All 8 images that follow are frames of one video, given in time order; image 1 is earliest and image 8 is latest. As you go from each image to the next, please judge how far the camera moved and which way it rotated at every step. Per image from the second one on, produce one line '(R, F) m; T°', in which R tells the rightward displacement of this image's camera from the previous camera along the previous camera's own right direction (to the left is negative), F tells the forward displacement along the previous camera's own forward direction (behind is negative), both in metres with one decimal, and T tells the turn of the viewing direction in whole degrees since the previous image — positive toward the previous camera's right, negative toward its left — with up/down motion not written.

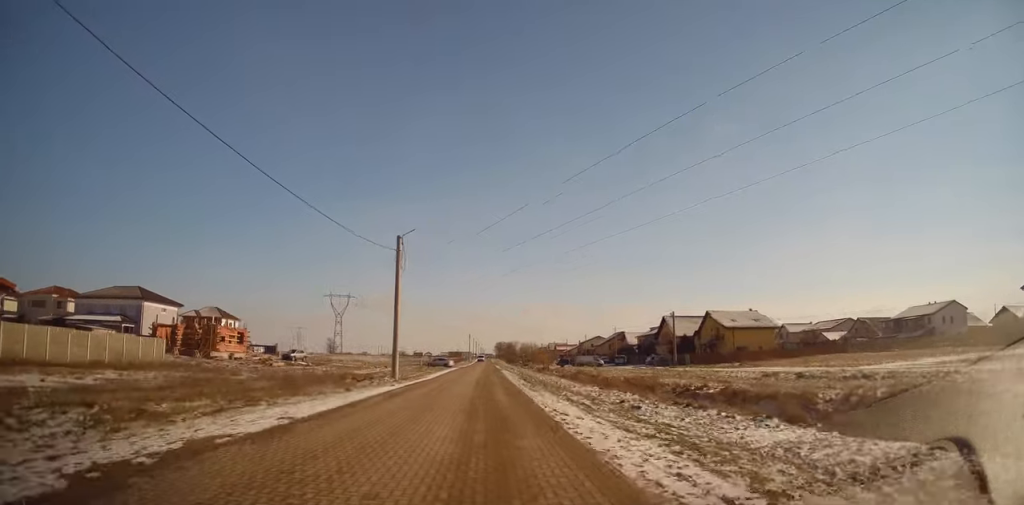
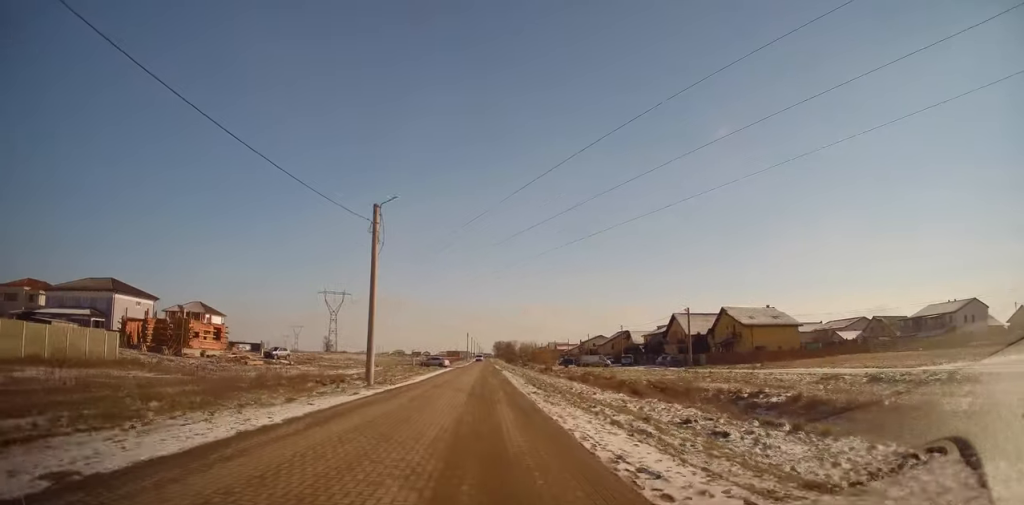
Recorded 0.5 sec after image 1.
(+0.1, +6.3) m; 0°
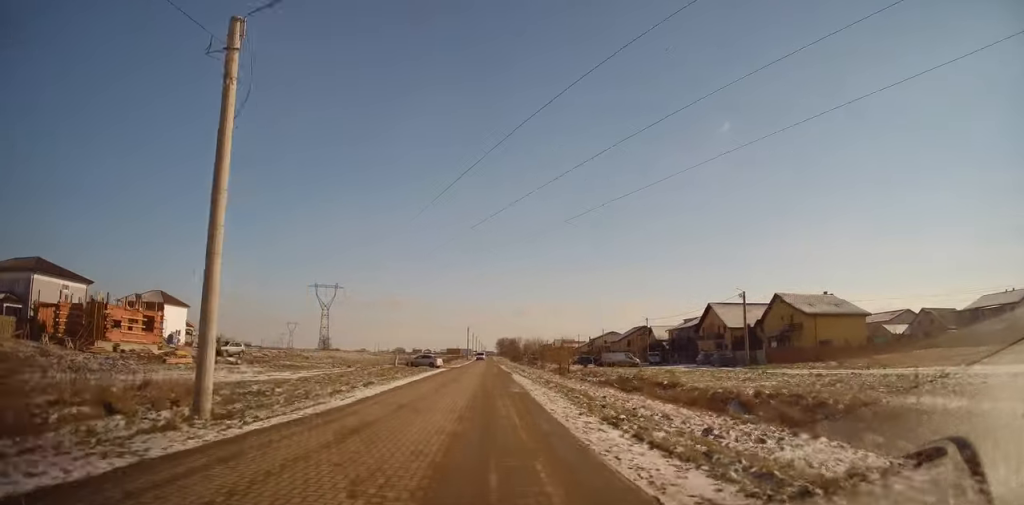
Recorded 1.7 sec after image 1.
(-0.1, +15.4) m; 0°
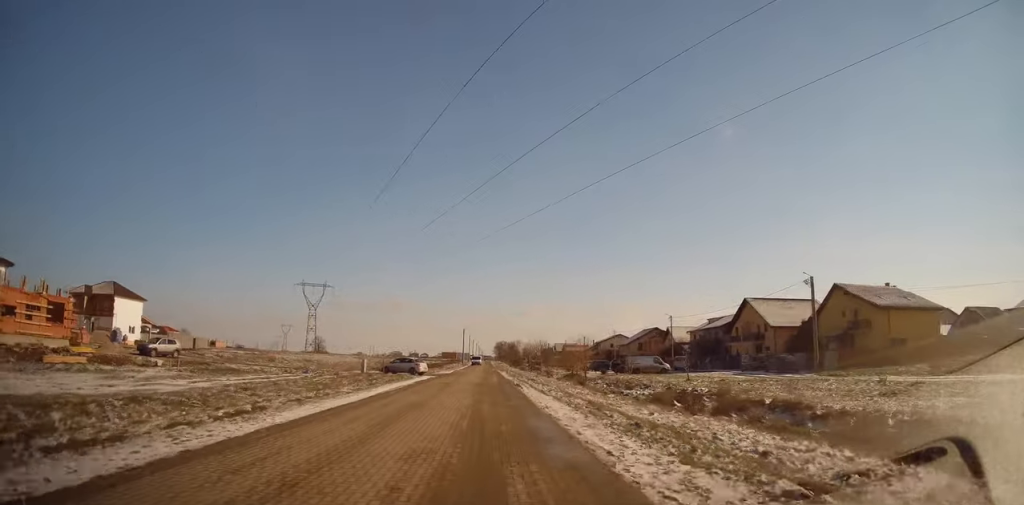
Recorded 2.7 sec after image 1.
(+0.2, +13.2) m; +1°
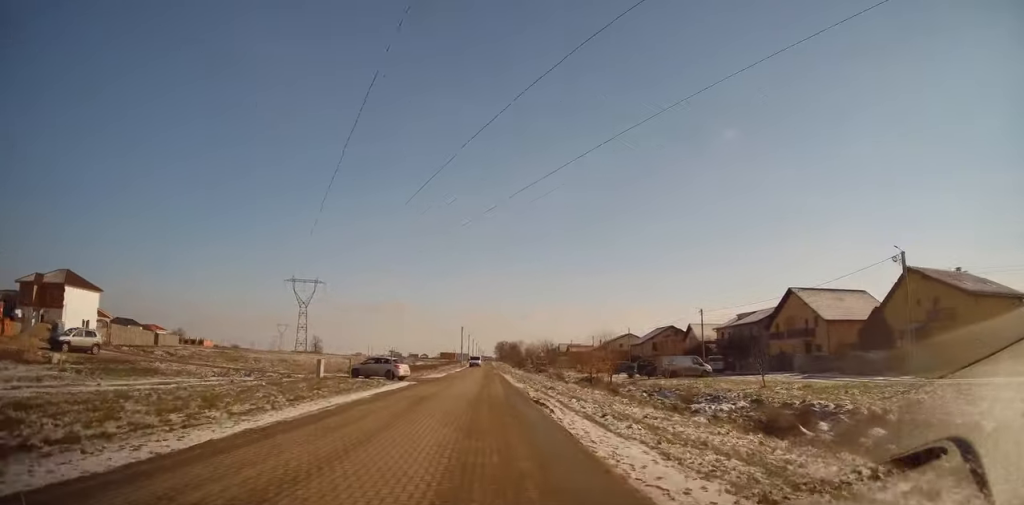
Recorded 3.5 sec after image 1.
(0.0, +11.3) m; 0°
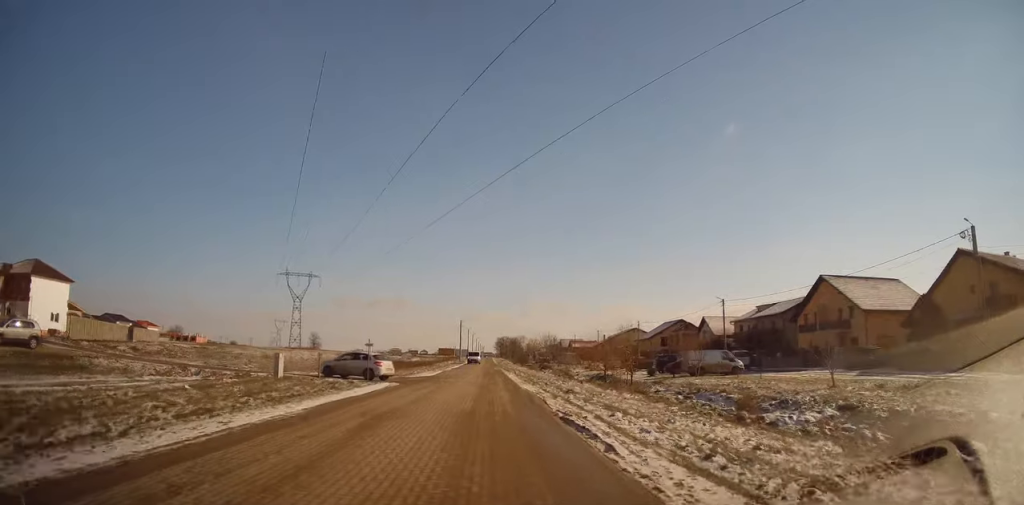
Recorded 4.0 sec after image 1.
(0.0, +6.4) m; 0°
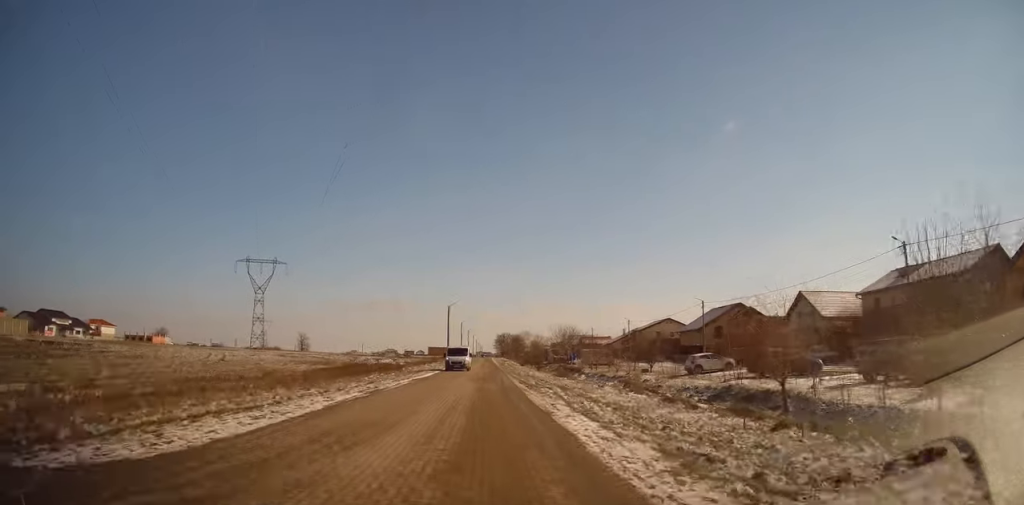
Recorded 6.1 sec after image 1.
(-0.4, +30.2) m; -1°
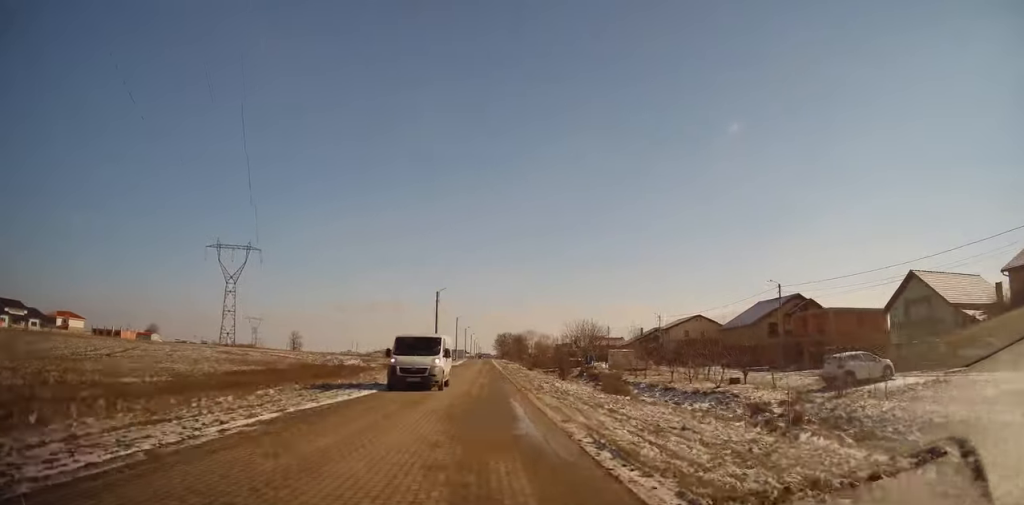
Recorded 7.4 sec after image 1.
(+0.2, +19.0) m; +1°
